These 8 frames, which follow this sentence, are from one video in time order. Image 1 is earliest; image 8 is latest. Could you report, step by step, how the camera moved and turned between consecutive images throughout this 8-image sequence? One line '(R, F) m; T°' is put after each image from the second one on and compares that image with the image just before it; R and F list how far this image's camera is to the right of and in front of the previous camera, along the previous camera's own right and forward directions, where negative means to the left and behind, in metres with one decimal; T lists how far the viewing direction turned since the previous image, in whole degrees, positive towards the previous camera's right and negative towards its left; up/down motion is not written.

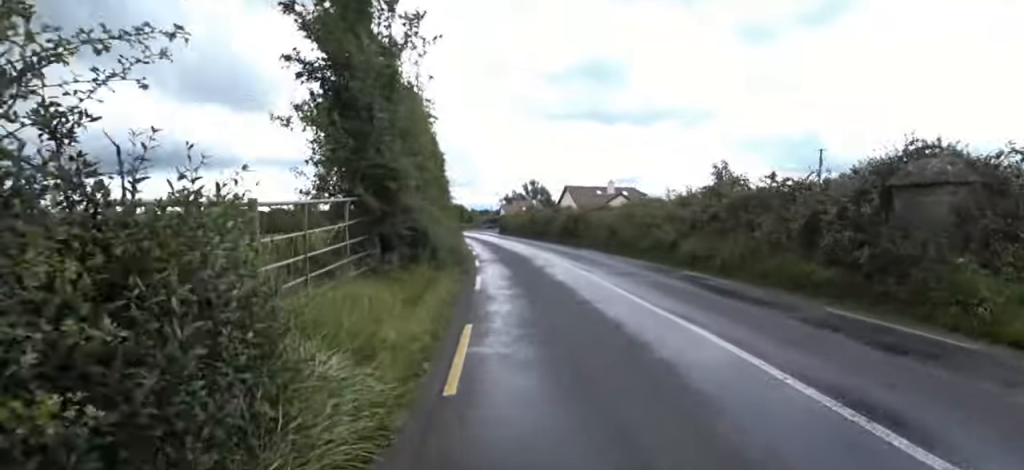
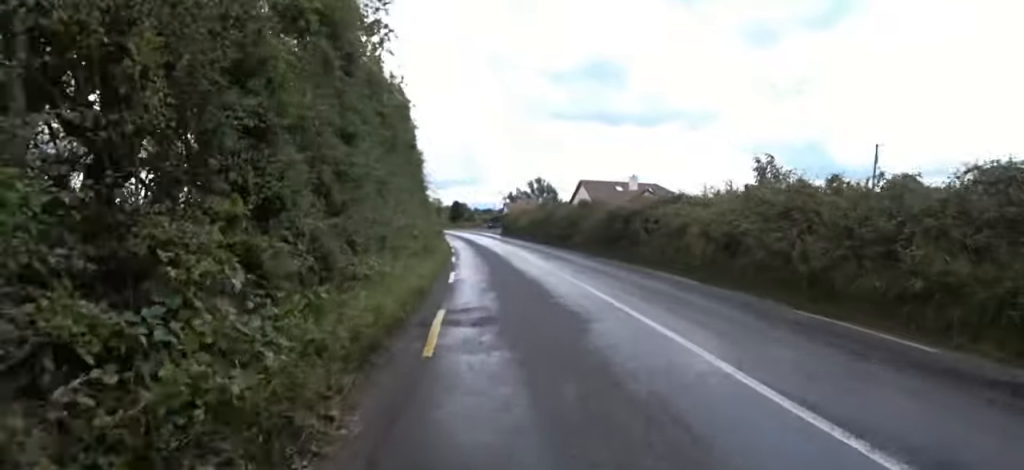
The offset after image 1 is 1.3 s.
(-0.1, +9.7) m; -1°
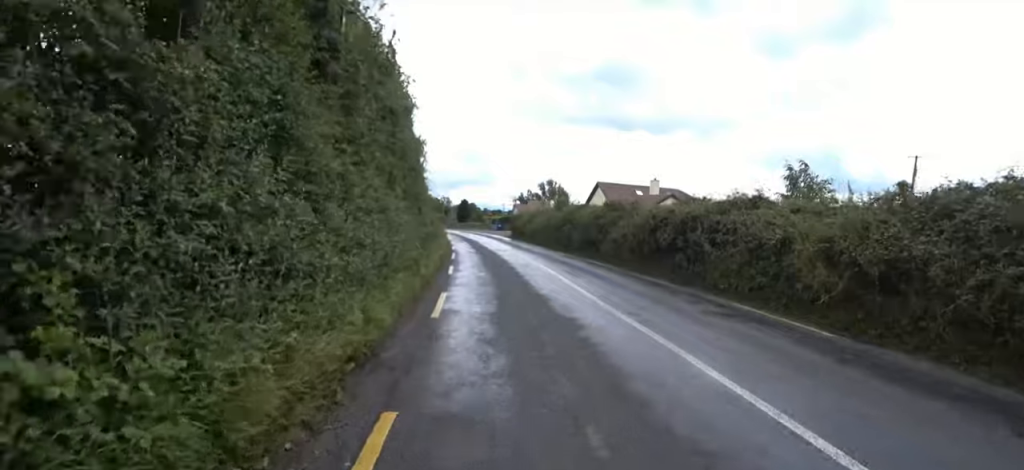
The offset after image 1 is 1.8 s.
(+0.1, +3.7) m; -1°
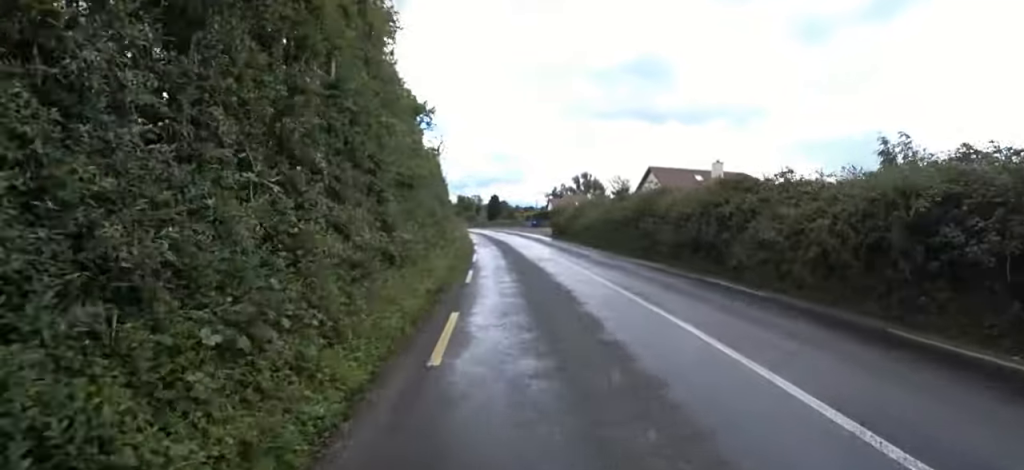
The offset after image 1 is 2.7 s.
(-0.5, +7.4) m; -4°
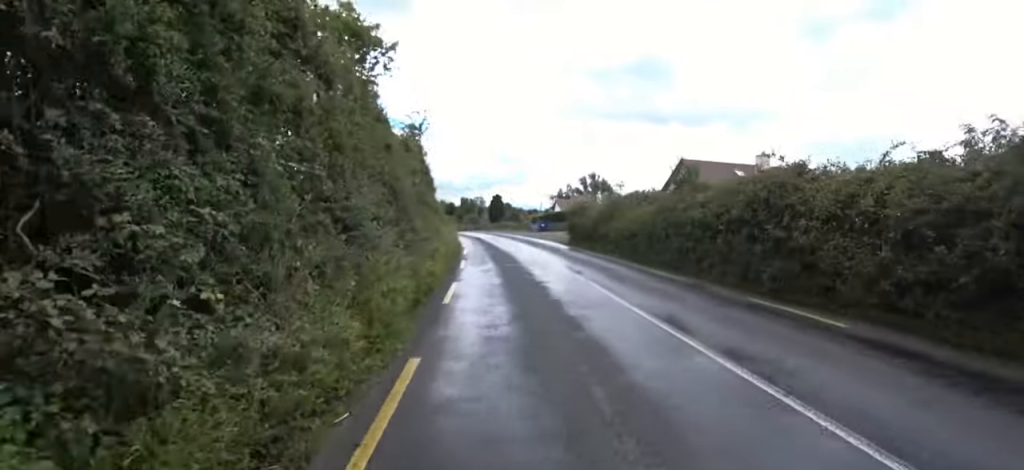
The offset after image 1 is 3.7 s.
(-0.1, +7.1) m; -1°
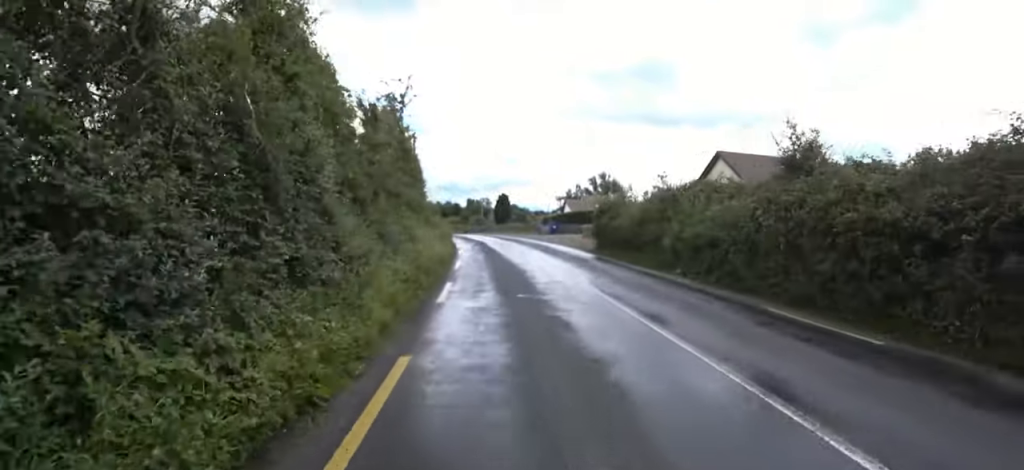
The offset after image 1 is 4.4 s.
(0.0, +5.0) m; 0°
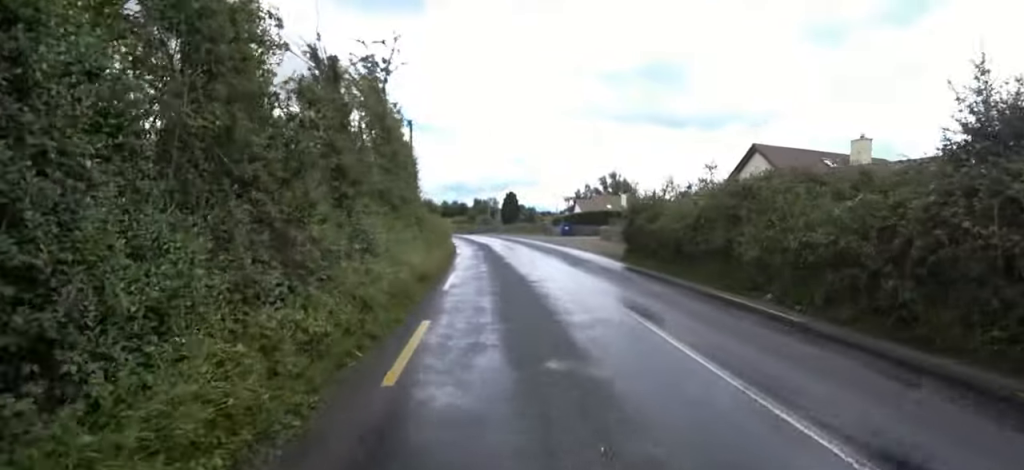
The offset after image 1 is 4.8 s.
(0.0, +3.4) m; 0°
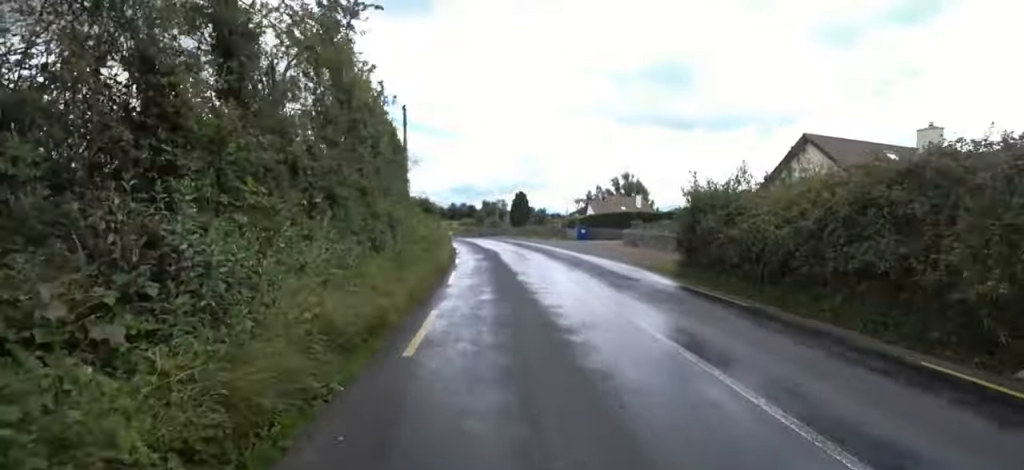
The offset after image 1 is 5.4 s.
(0.0, +3.8) m; 0°
